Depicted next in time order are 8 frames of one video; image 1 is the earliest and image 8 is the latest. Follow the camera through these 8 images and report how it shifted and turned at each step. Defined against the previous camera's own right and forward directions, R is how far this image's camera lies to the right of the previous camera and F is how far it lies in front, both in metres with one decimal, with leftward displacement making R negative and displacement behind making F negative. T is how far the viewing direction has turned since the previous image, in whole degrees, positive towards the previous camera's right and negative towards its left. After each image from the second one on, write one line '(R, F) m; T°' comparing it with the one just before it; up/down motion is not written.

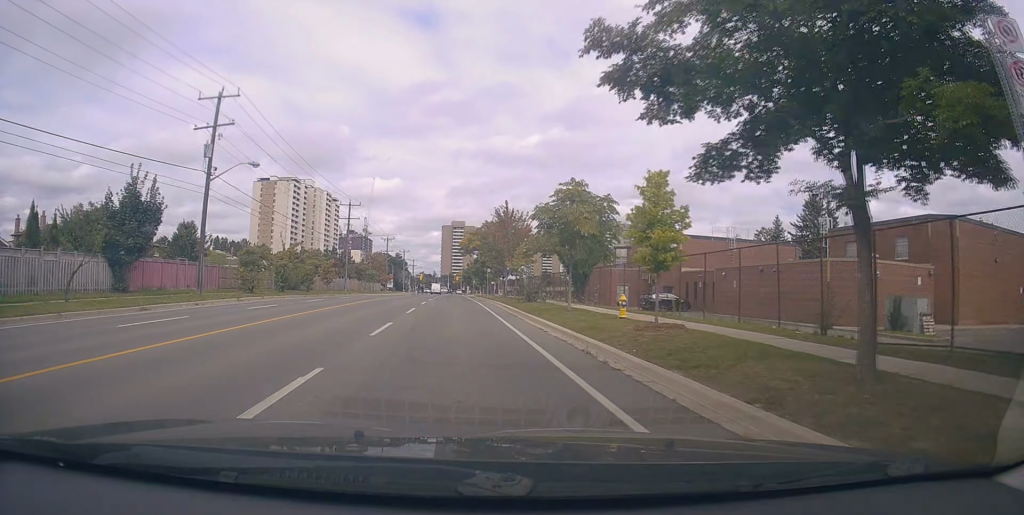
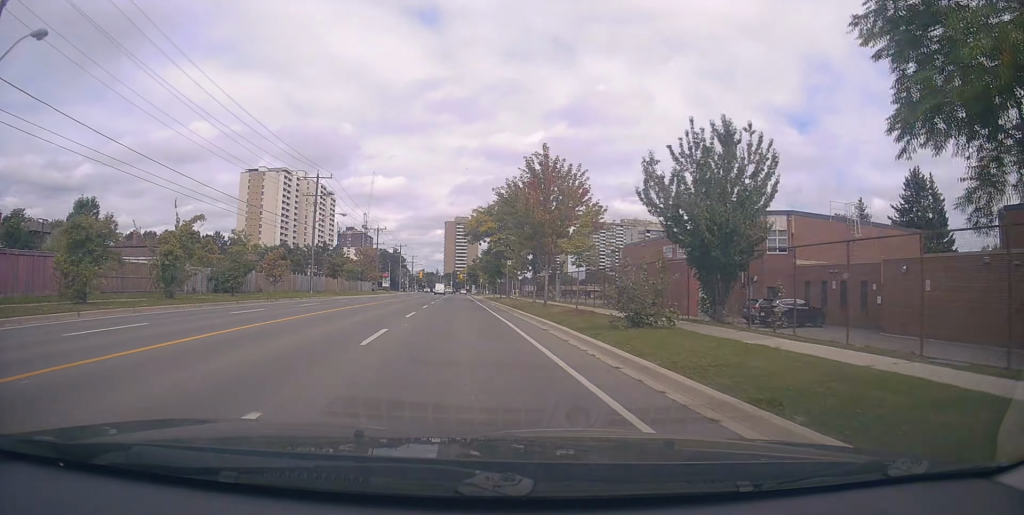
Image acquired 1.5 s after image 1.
(-1.2, +20.1) m; -4°
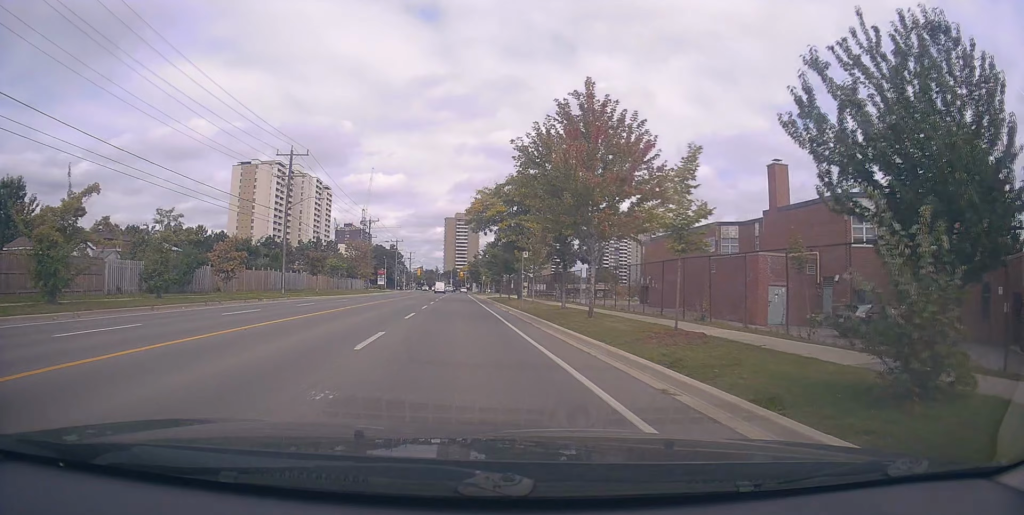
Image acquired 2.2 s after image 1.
(-0.1, +9.6) m; +1°
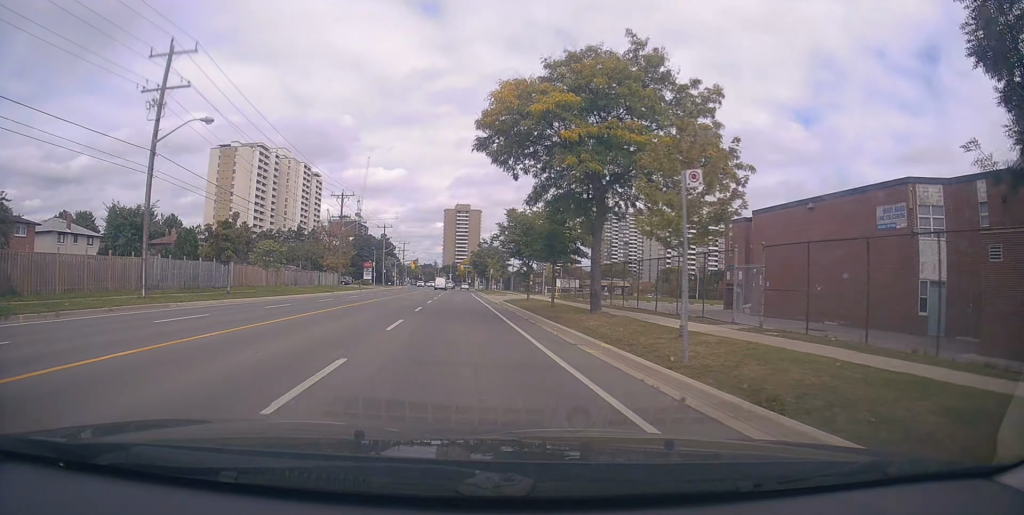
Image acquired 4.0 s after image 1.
(0.0, +23.0) m; 0°
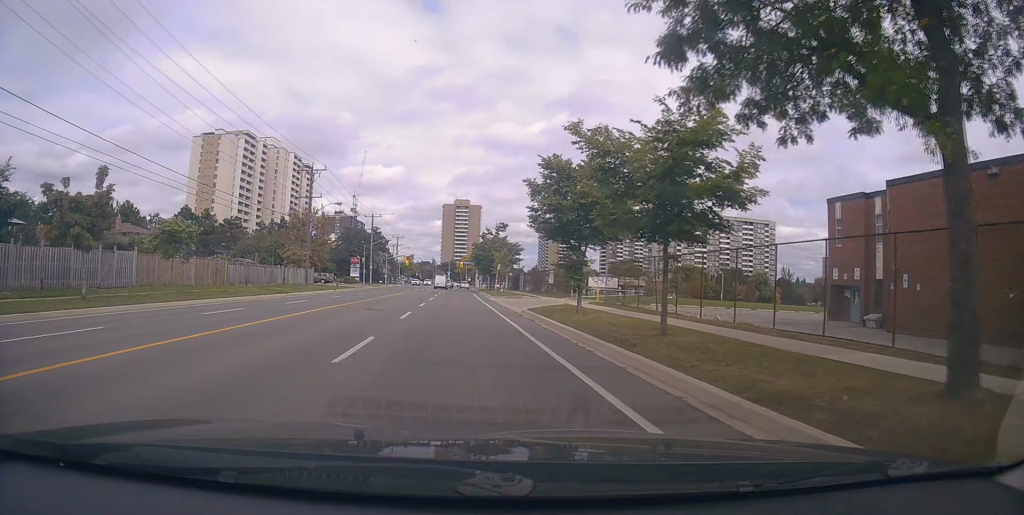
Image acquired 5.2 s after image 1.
(+0.8, +15.0) m; +2°
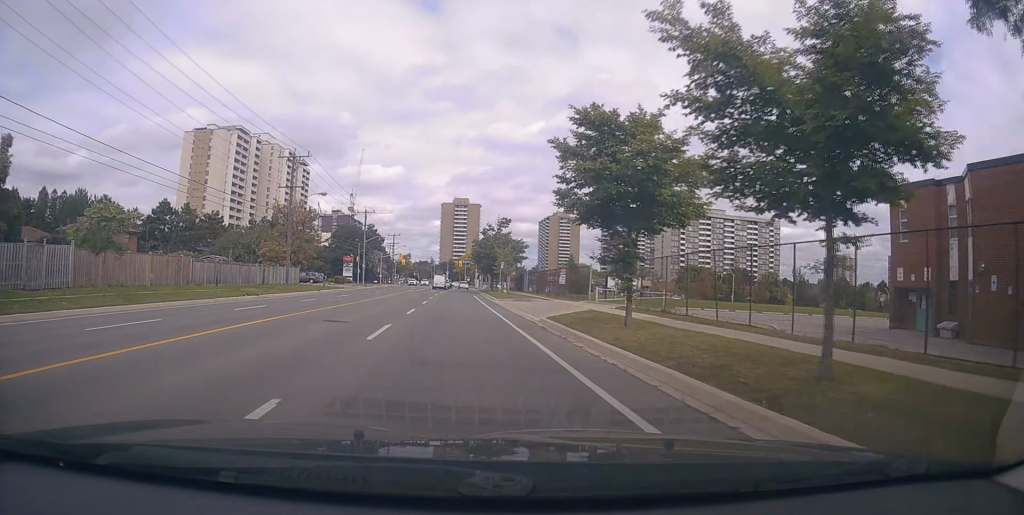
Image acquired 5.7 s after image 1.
(0.0, +6.1) m; -1°
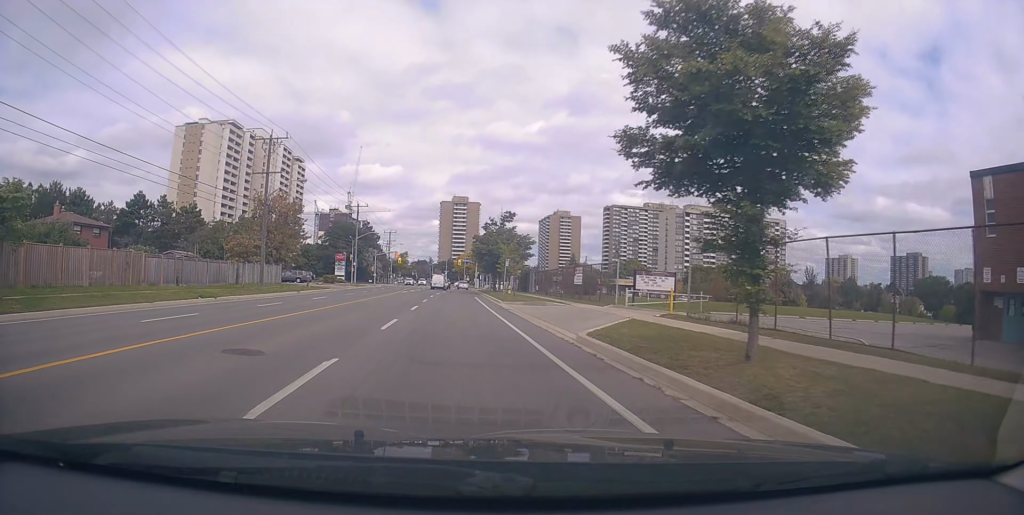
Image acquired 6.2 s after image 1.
(-0.1, +6.4) m; -1°
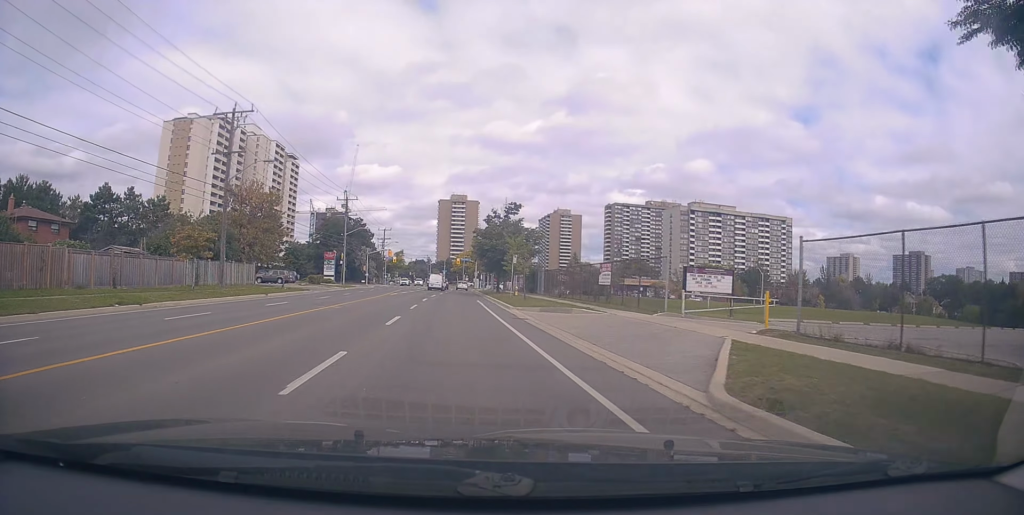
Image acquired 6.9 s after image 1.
(-0.3, +7.6) m; 0°
